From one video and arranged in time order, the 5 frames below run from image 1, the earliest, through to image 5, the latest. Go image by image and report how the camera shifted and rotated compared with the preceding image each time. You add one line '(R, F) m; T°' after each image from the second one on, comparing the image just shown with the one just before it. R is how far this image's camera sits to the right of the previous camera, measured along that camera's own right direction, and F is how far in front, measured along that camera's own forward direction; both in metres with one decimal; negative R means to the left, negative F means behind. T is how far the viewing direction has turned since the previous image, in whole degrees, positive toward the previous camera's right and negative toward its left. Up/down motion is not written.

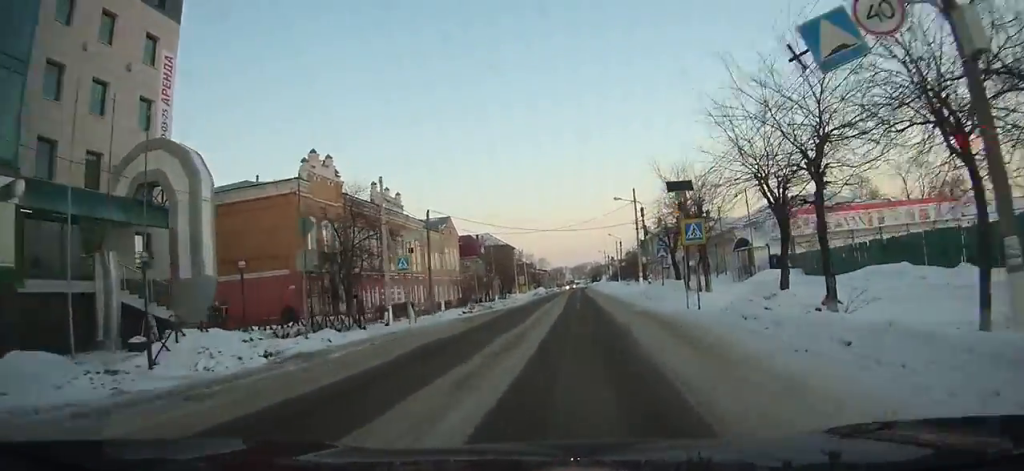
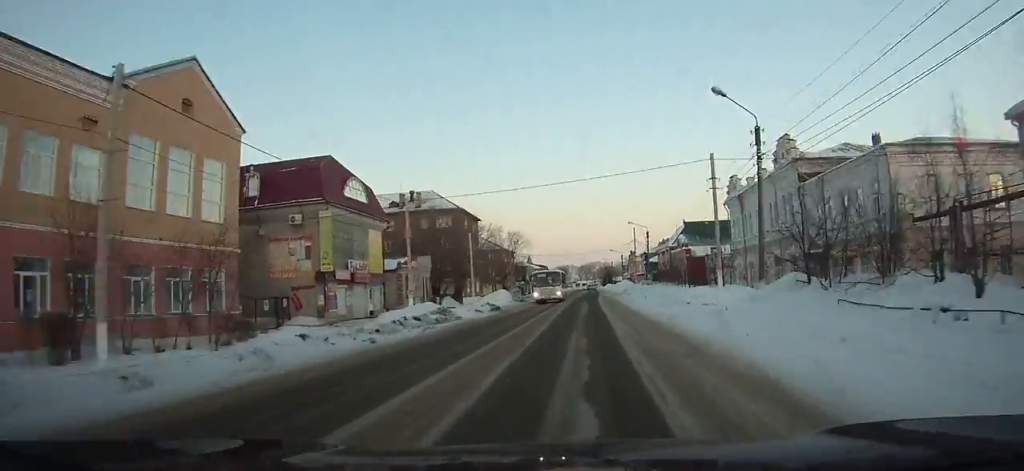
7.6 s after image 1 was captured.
(+1.4, +67.0) m; +2°
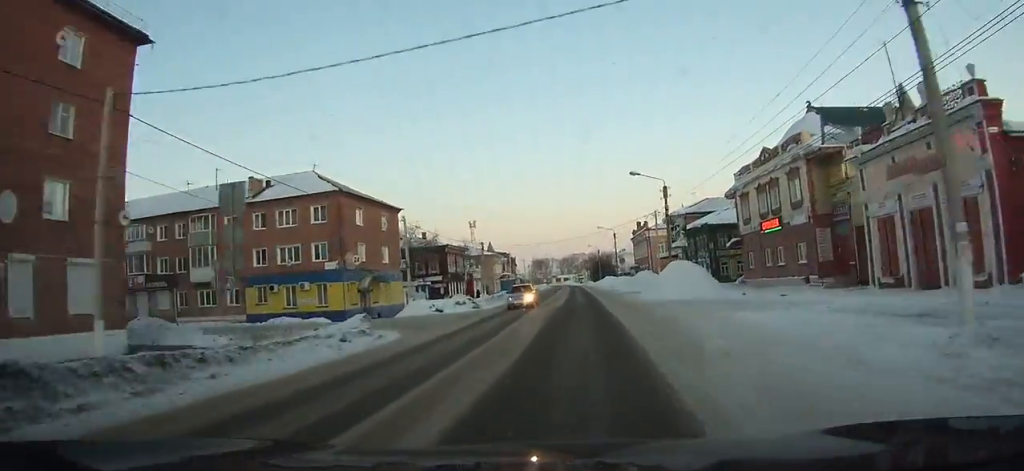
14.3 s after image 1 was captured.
(+0.6, +72.7) m; +1°
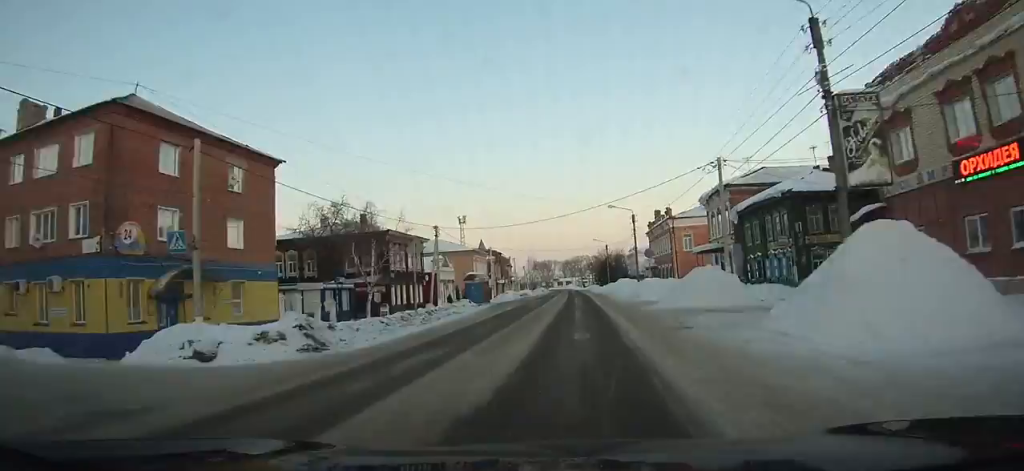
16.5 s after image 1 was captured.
(+0.3, +25.6) m; 0°
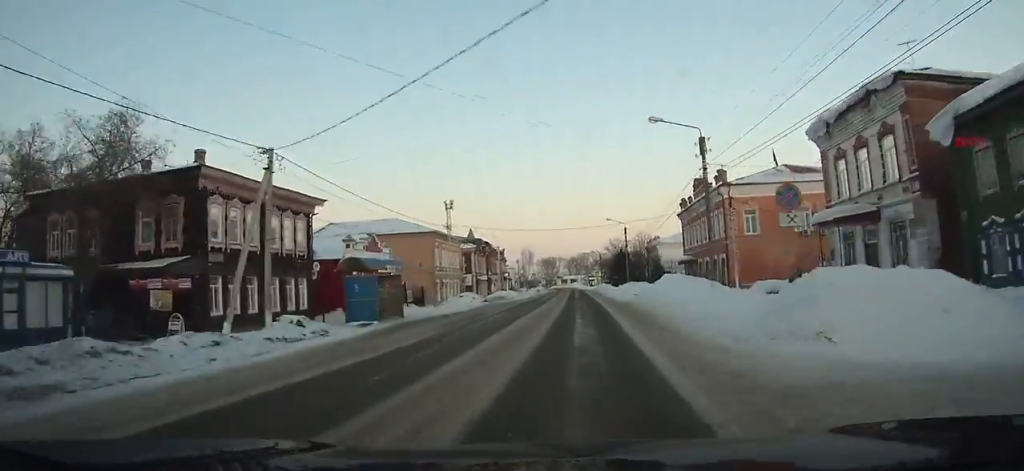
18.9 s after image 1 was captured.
(-0.5, +28.7) m; -1°
